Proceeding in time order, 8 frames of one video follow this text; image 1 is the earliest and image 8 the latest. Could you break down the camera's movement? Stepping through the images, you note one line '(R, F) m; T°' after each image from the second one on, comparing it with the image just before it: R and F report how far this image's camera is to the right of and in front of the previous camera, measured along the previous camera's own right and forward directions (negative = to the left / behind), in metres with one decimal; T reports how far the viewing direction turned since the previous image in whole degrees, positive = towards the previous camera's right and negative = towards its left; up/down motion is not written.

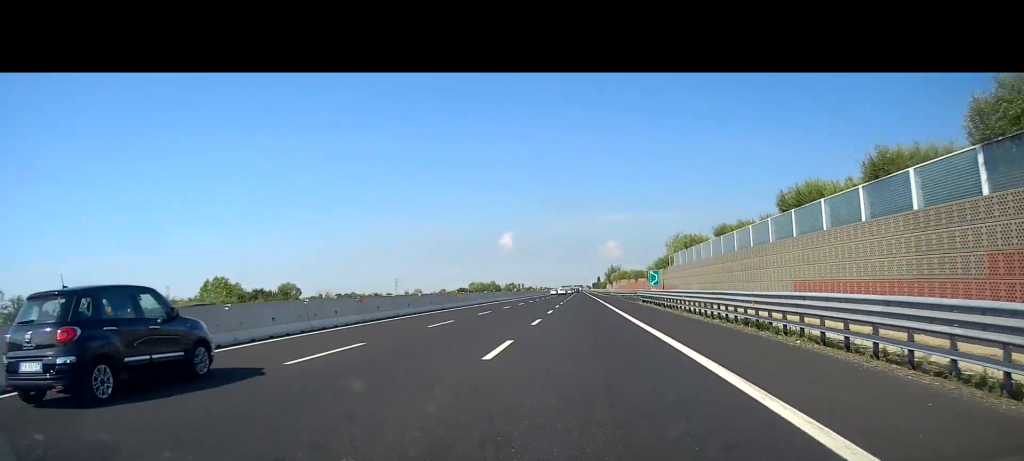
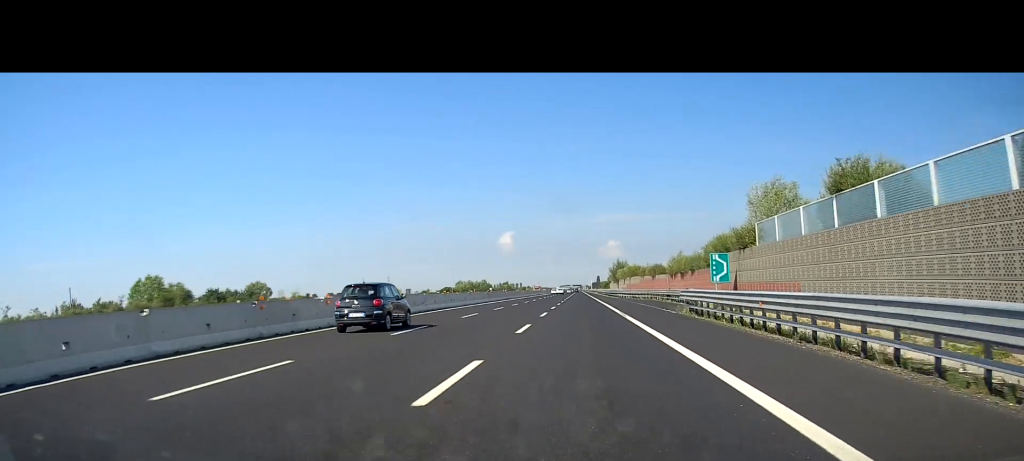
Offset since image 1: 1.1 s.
(0.0, +28.1) m; 0°
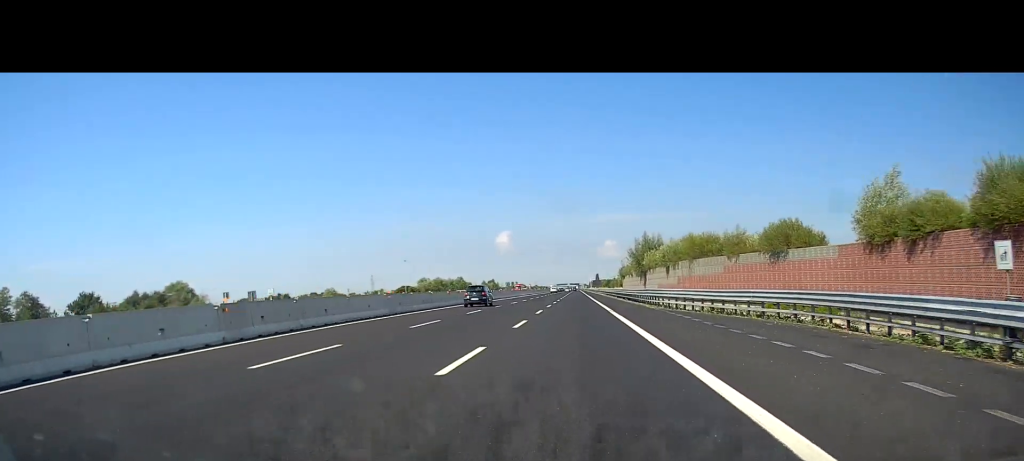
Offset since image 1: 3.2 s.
(+0.1, +55.2) m; 0°
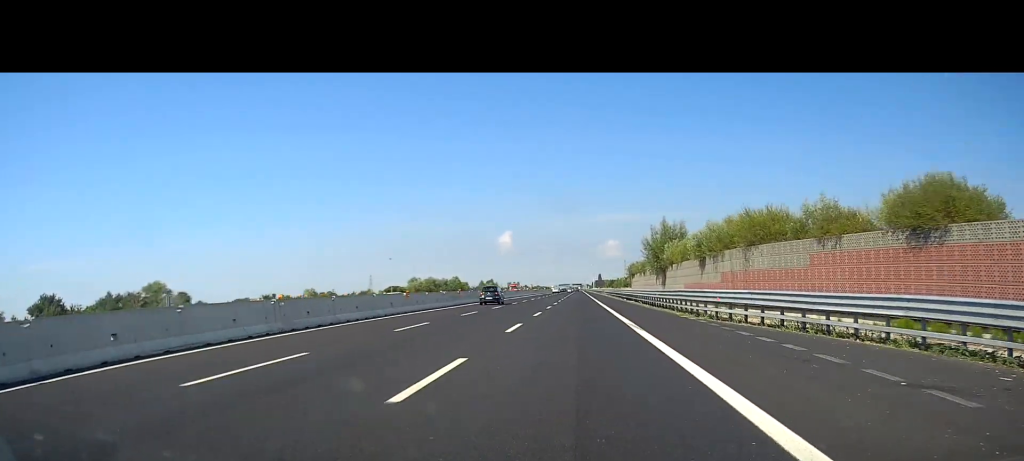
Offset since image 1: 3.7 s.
(0.0, +14.0) m; 0°
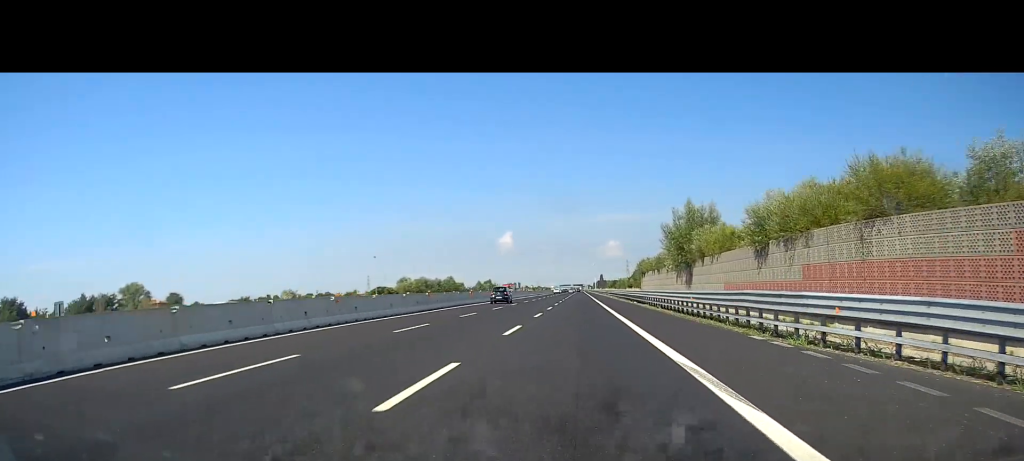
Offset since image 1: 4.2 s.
(0.0, +12.3) m; 0°
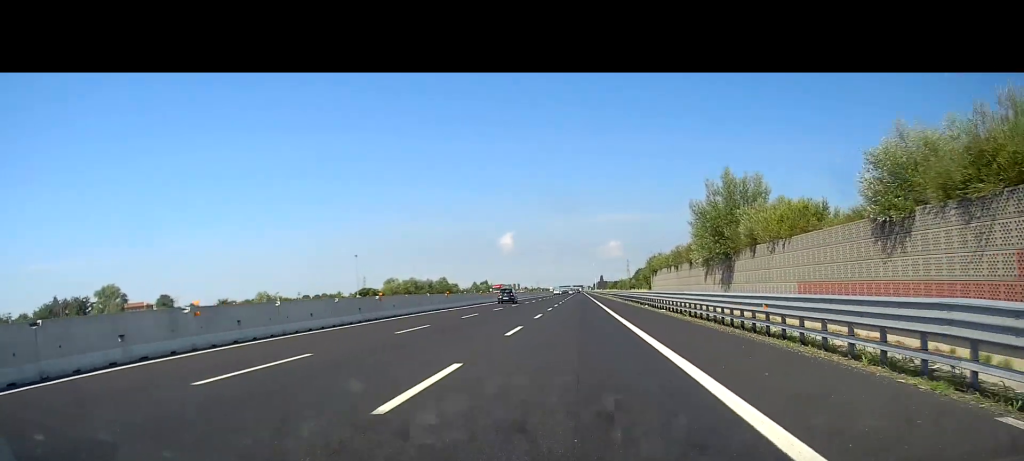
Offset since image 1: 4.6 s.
(0.0, +11.4) m; 0°
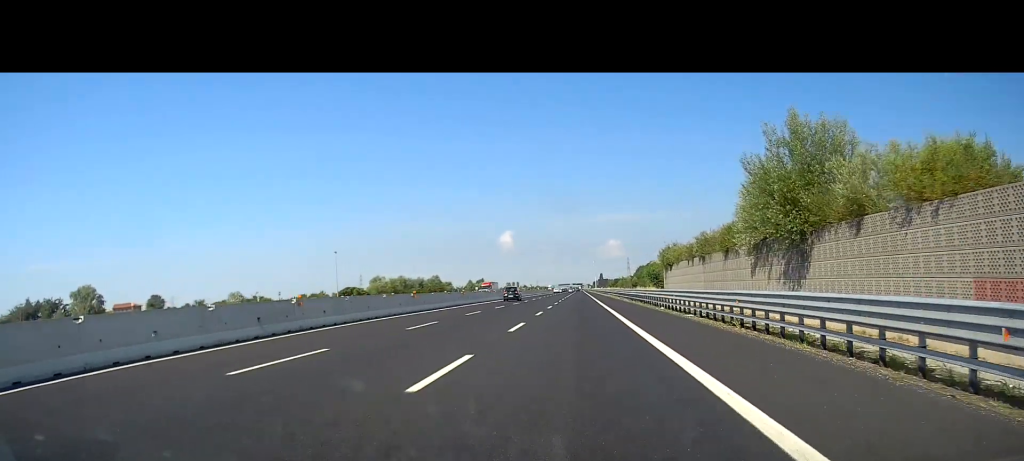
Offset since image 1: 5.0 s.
(+0.1, +10.5) m; 0°
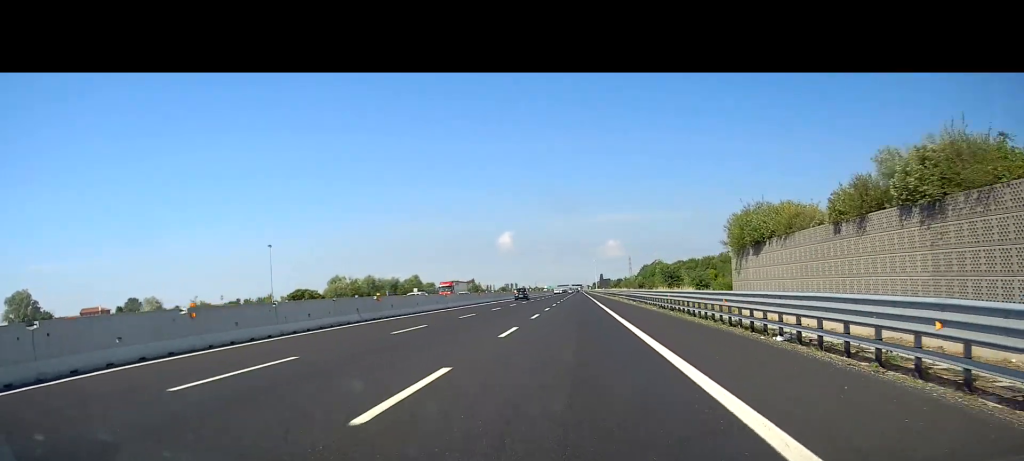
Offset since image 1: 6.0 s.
(-0.3, +25.6) m; 0°
